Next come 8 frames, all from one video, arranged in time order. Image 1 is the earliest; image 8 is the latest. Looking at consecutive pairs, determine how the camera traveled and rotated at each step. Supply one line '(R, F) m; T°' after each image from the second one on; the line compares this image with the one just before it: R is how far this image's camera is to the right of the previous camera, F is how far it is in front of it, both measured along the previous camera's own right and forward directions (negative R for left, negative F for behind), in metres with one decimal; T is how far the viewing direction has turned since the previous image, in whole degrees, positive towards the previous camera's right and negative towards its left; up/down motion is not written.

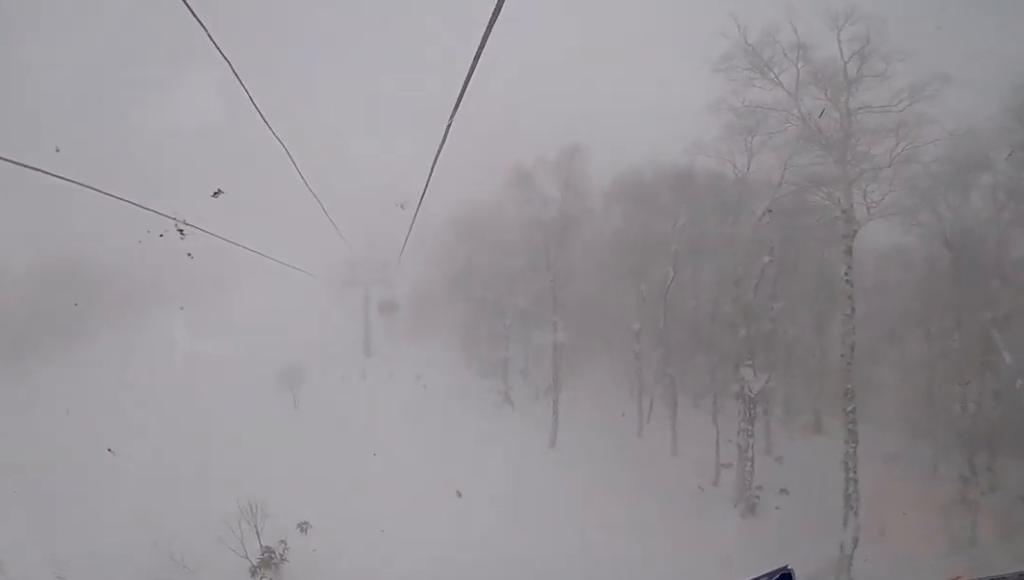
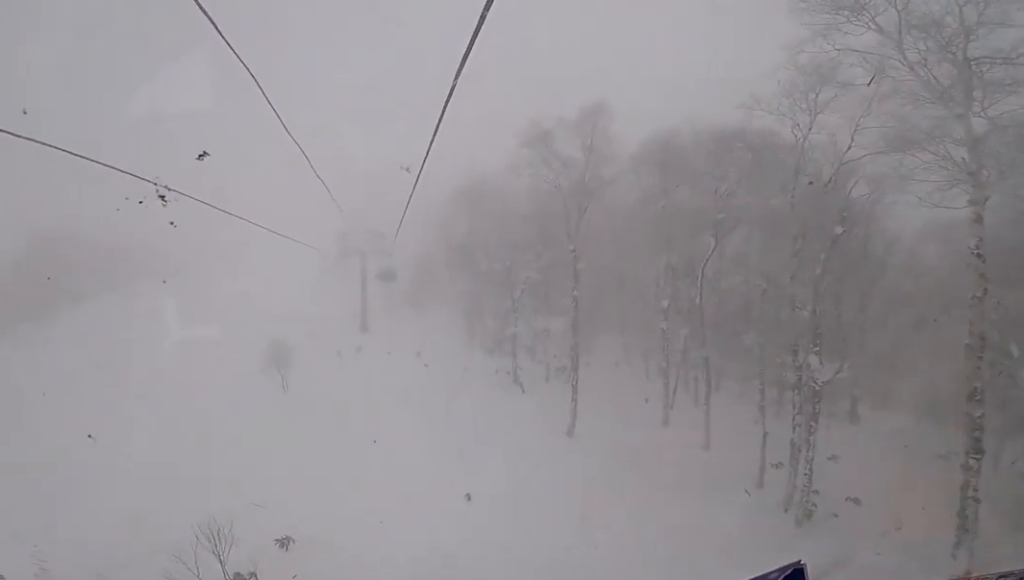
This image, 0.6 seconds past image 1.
(+0.4, +2.9) m; 0°
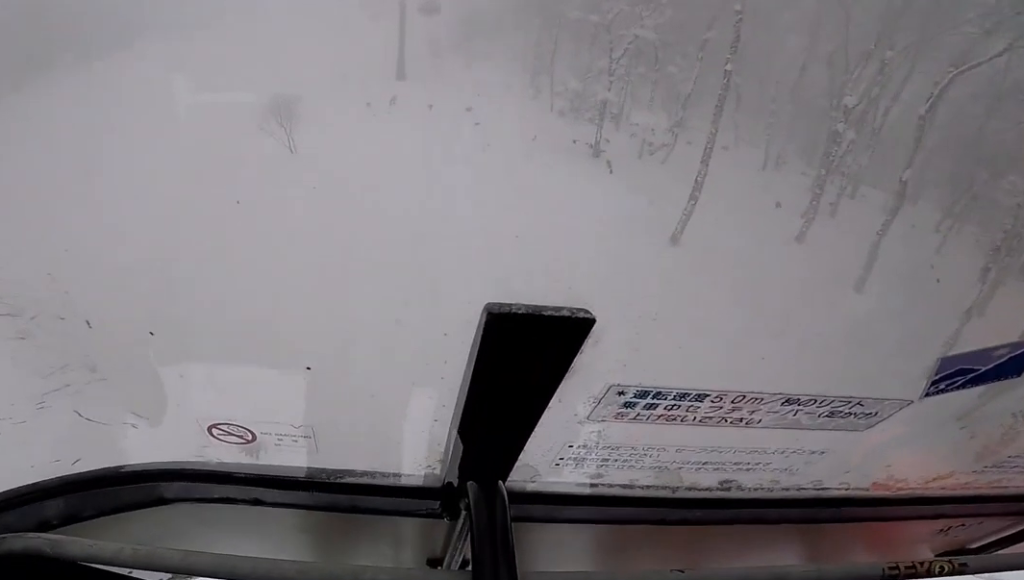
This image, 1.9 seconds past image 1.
(-0.4, +5.8) m; 0°
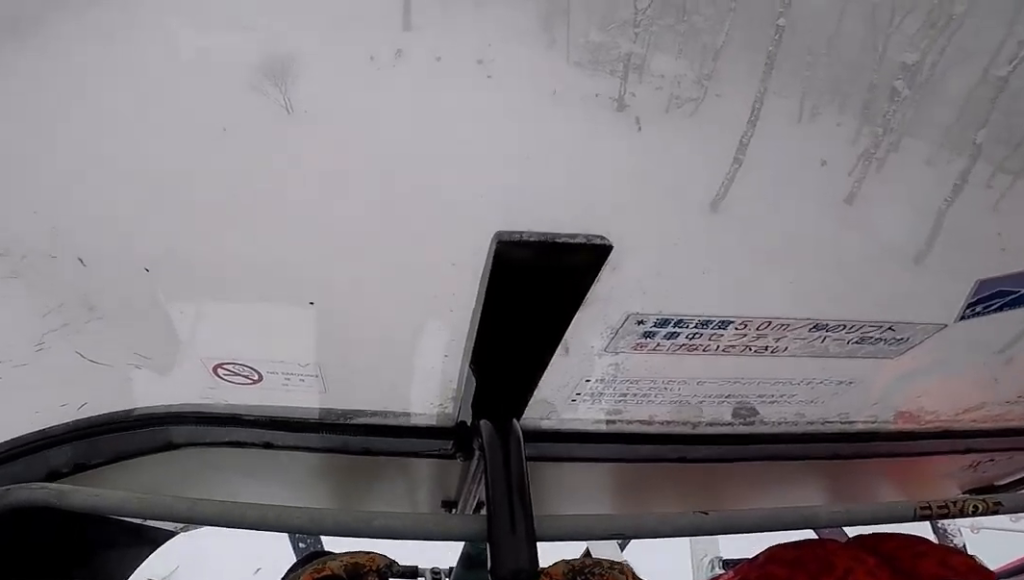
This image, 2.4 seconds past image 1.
(+0.2, +1.9) m; 0°
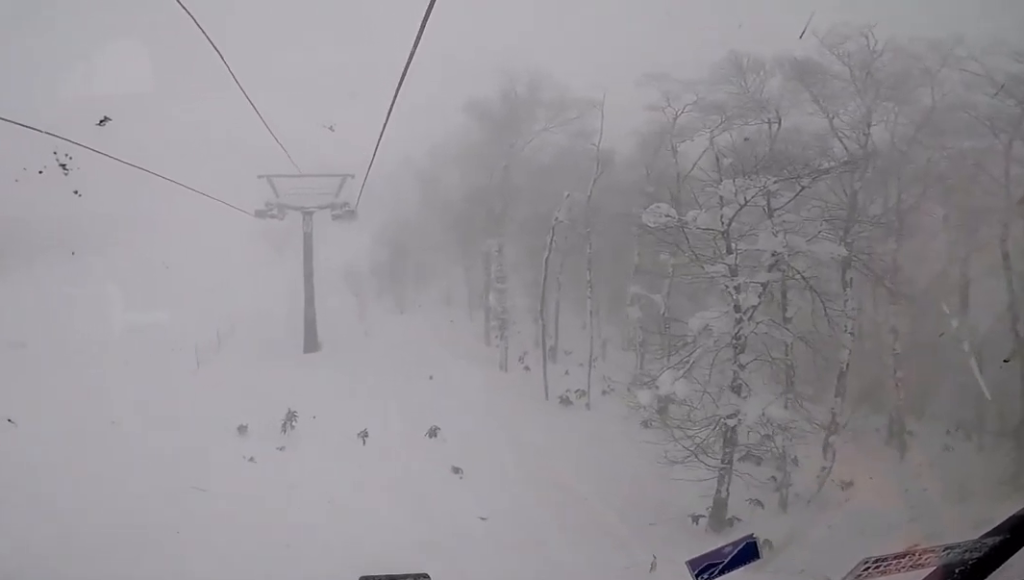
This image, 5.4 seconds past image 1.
(-0.6, +13.4) m; 0°
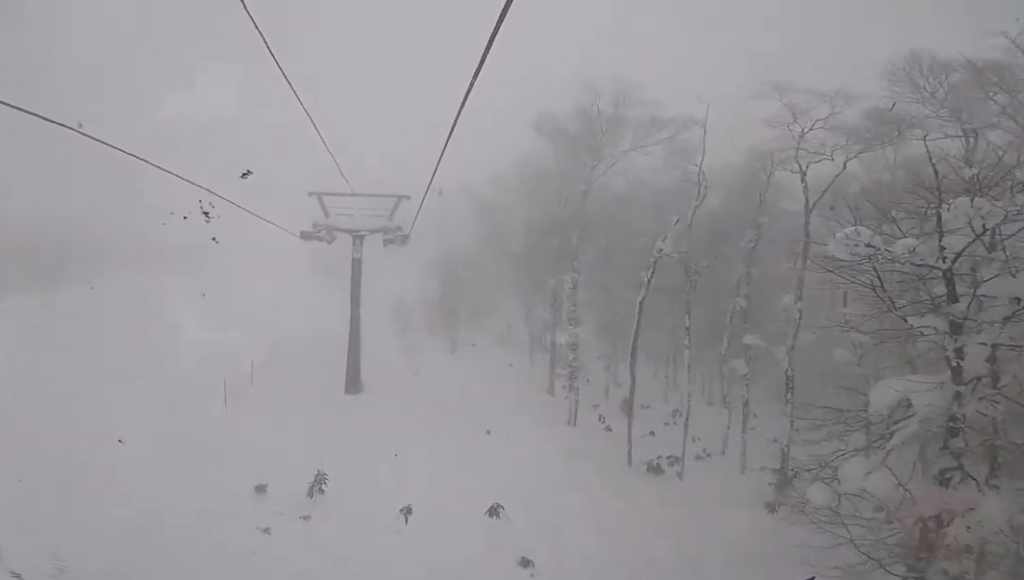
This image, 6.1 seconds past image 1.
(+0.3, +3.1) m; 0°
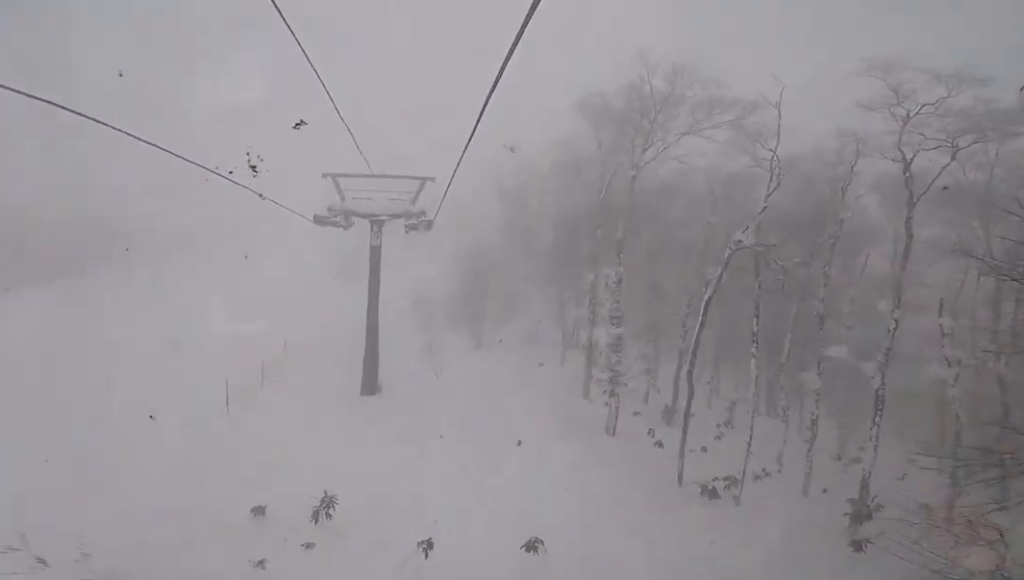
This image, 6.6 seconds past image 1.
(-0.3, +2.1) m; 0°
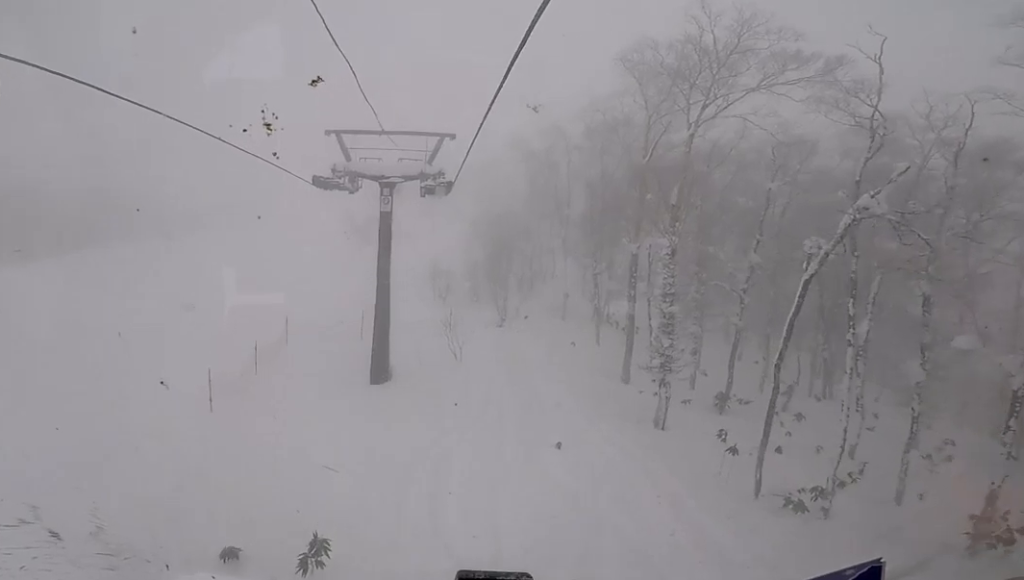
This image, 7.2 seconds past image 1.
(-0.1, +3.0) m; 0°
